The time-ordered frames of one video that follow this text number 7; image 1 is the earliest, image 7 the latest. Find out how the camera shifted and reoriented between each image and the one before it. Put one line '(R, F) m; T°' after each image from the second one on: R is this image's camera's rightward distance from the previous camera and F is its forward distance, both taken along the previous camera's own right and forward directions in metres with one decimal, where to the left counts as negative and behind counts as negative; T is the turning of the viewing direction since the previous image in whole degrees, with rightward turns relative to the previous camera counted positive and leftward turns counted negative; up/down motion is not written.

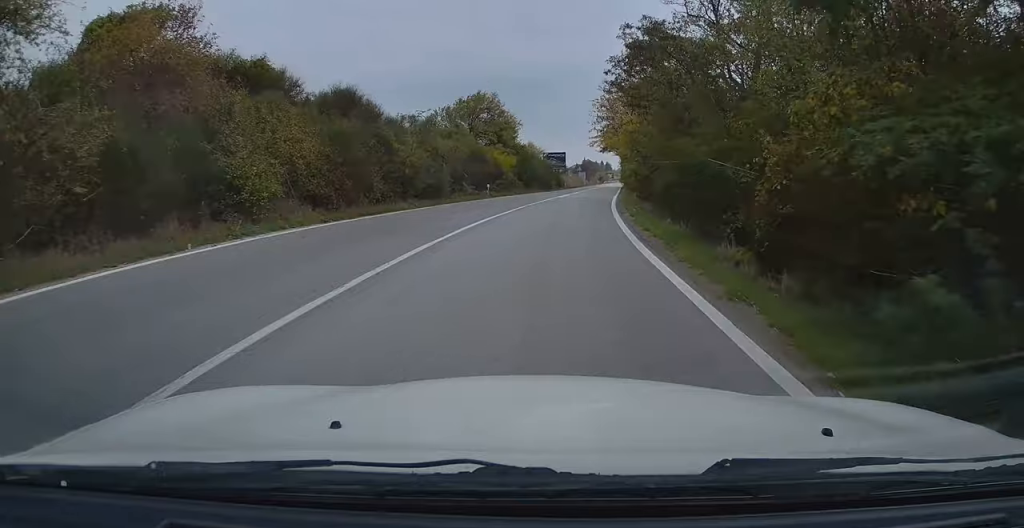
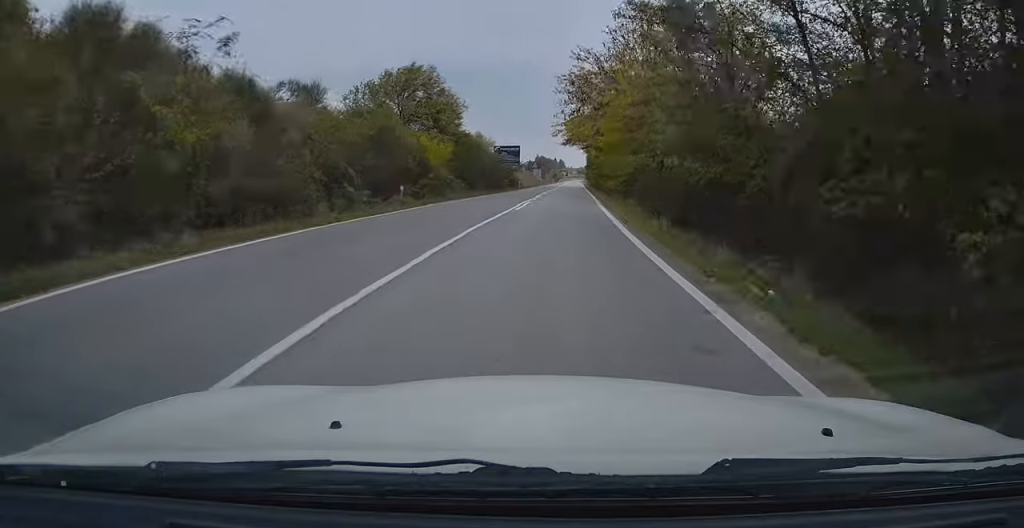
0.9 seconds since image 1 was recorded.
(+0.5, +14.3) m; +4°
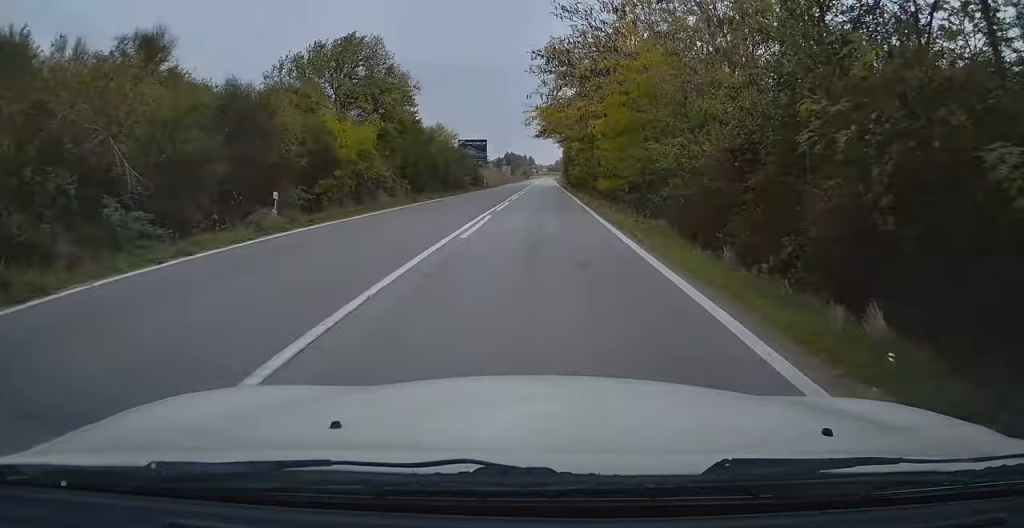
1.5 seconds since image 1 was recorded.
(+0.3, +10.2) m; +2°
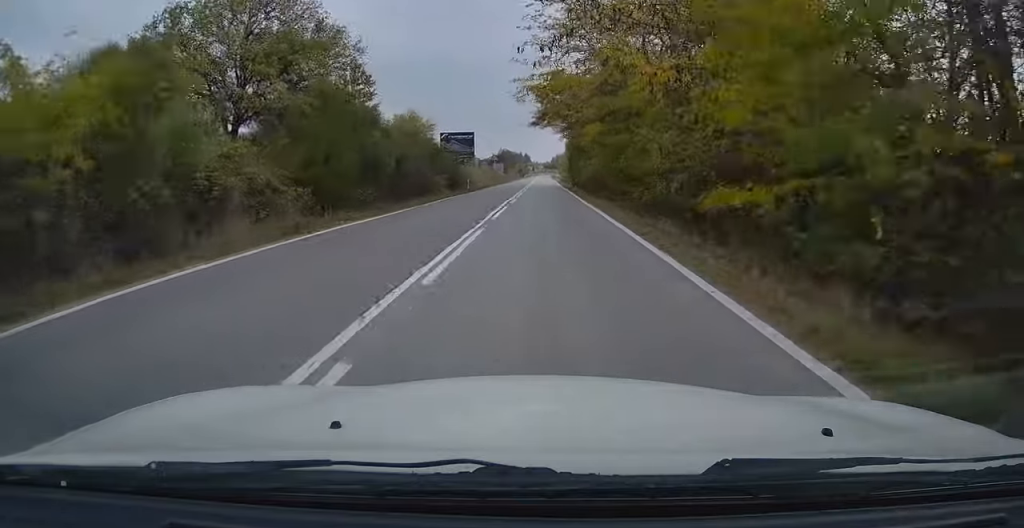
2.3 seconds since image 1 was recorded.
(+0.3, +13.8) m; +2°
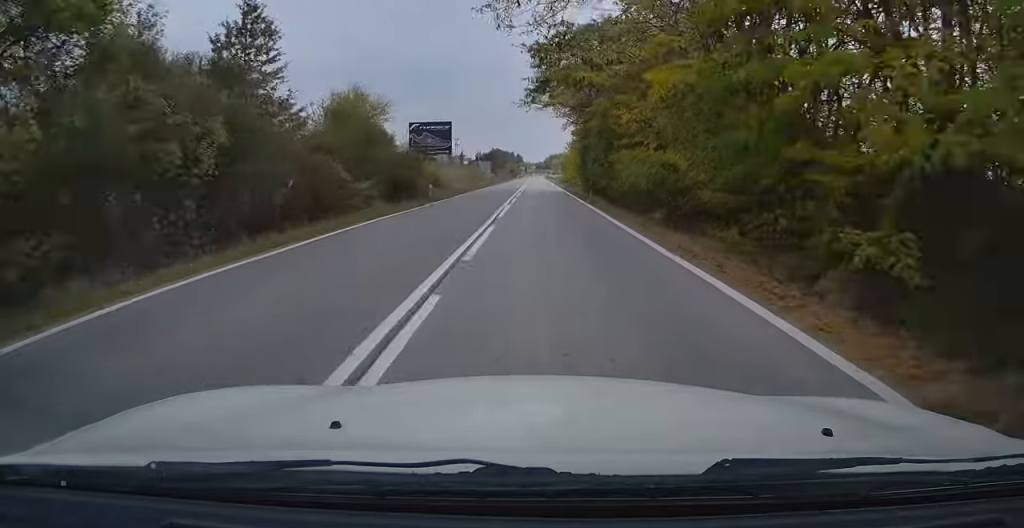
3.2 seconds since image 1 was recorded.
(+0.3, +16.0) m; 0°
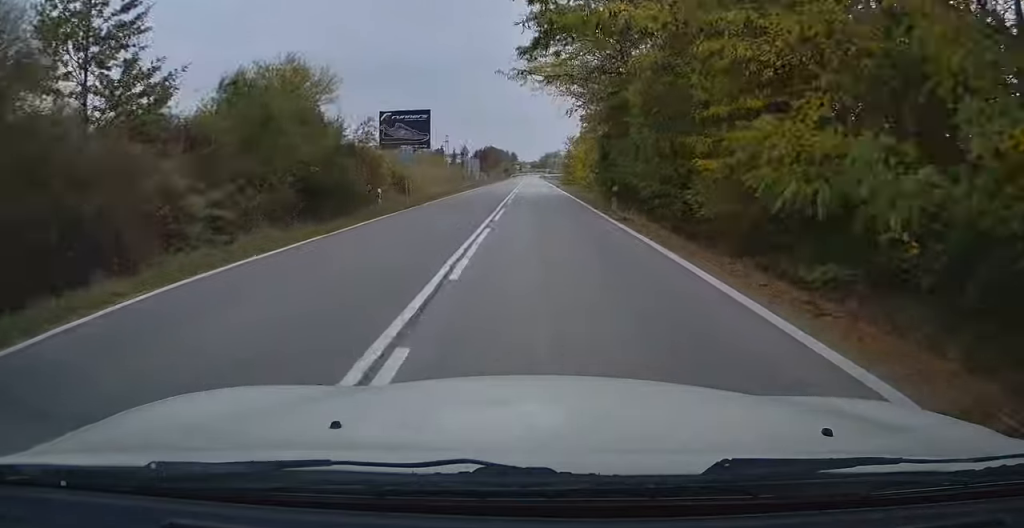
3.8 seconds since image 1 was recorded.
(-0.2, +10.4) m; 0°
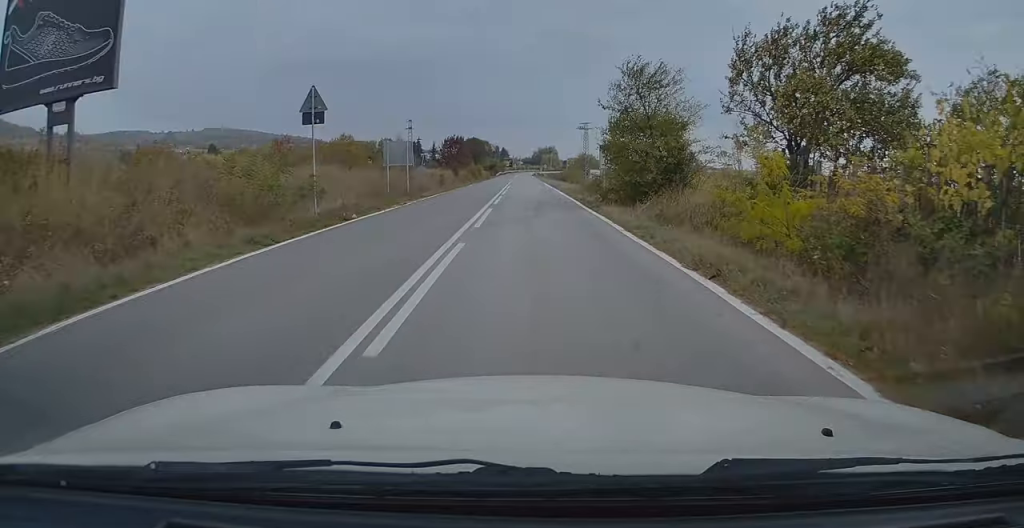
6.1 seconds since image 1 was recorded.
(+0.4, +39.2) m; +1°
